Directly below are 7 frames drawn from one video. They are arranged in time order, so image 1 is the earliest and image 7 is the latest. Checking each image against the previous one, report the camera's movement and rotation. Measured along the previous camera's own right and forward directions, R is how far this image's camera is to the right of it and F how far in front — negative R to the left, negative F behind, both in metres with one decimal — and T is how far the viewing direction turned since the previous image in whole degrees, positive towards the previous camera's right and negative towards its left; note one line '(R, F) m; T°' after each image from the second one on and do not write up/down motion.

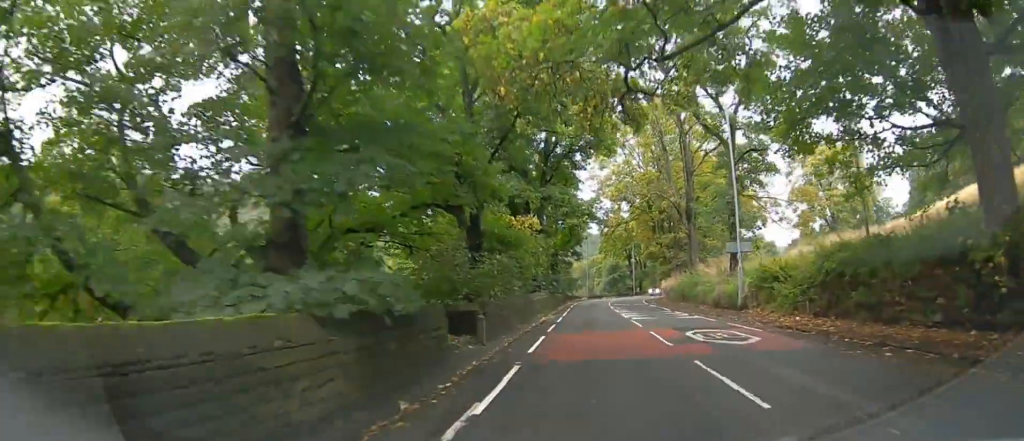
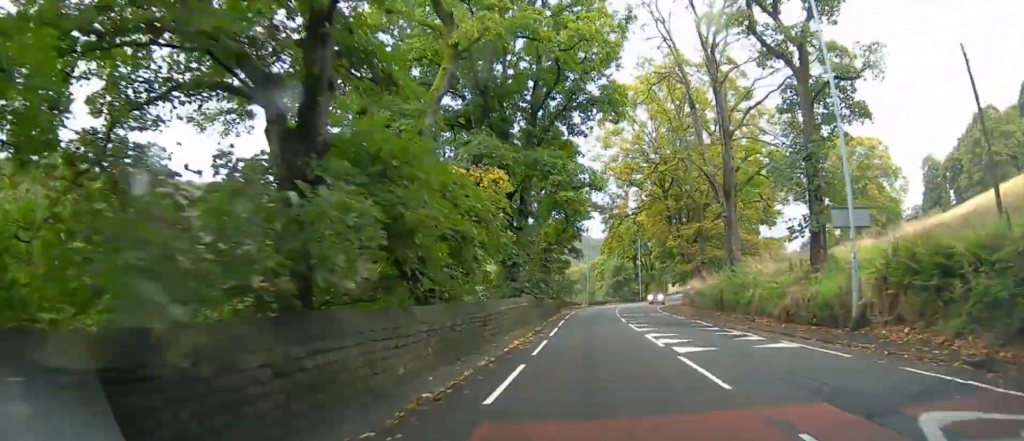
(0.0, +11.7) m; +1°
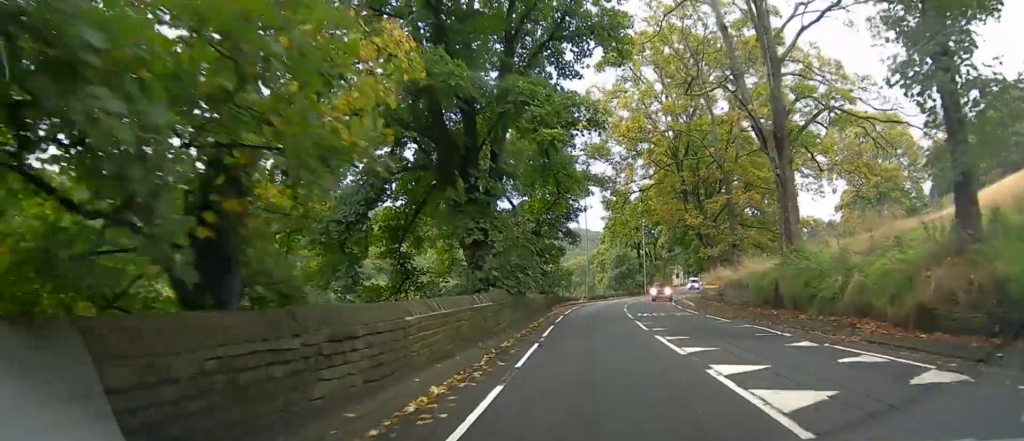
(+0.2, +8.7) m; +1°
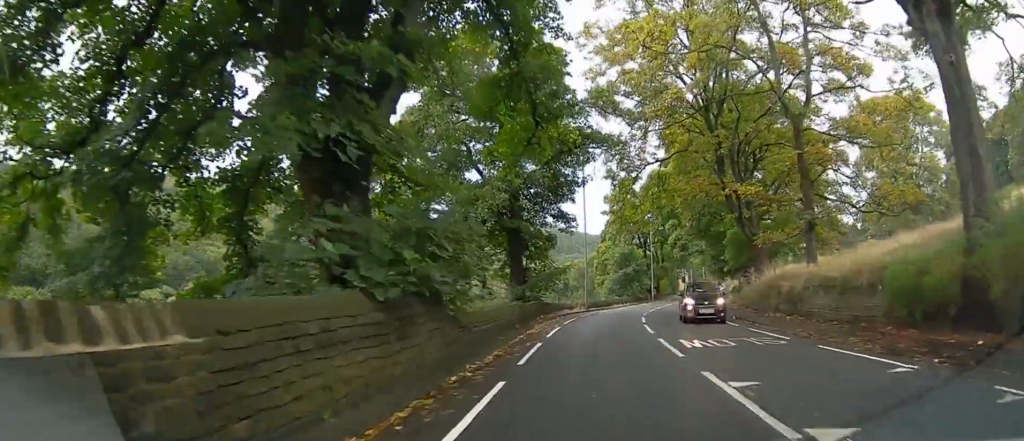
(-0.1, +11.8) m; 0°
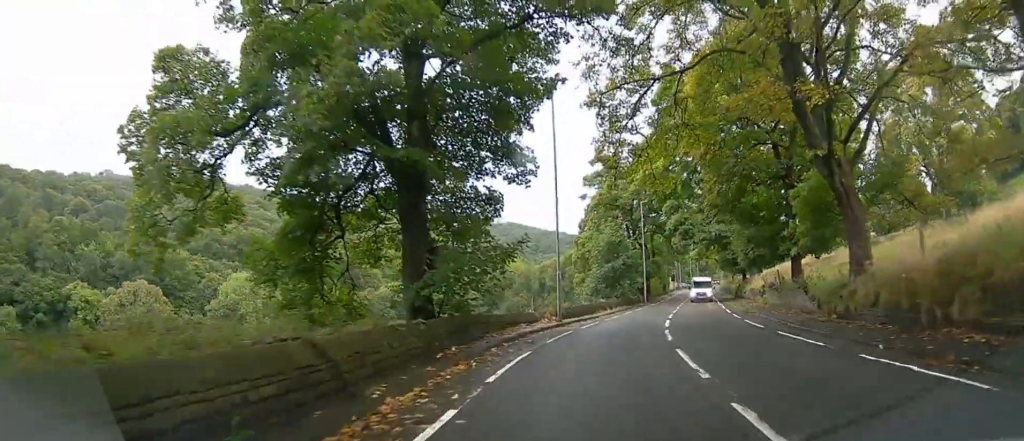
(0.0, +13.6) m; +1°
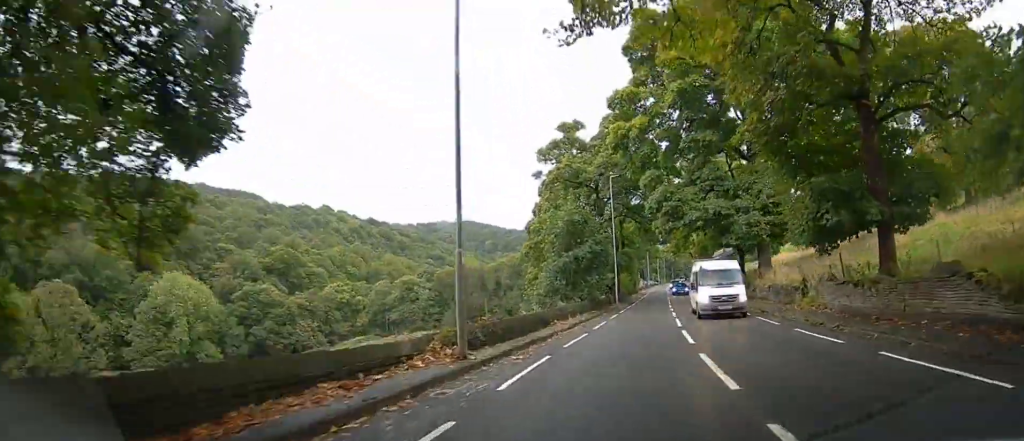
(+0.1, +12.6) m; +3°
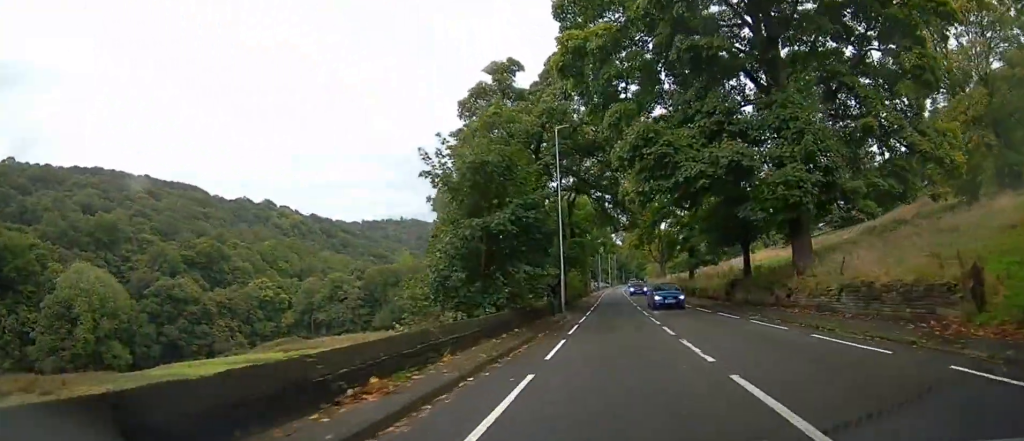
(+0.8, +14.0) m; +6°
